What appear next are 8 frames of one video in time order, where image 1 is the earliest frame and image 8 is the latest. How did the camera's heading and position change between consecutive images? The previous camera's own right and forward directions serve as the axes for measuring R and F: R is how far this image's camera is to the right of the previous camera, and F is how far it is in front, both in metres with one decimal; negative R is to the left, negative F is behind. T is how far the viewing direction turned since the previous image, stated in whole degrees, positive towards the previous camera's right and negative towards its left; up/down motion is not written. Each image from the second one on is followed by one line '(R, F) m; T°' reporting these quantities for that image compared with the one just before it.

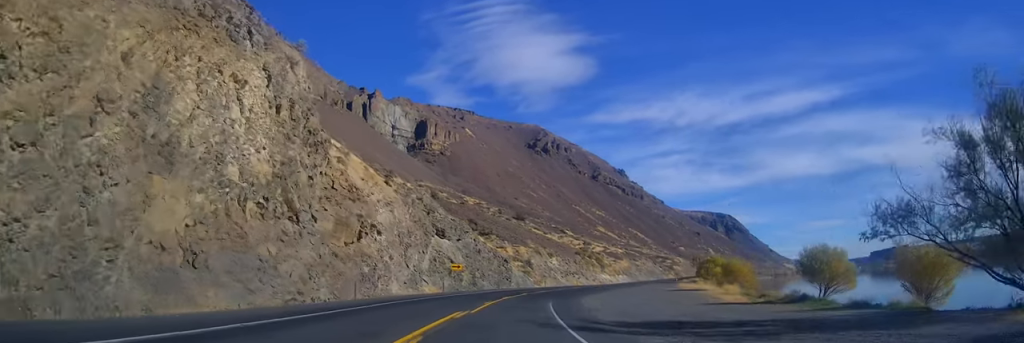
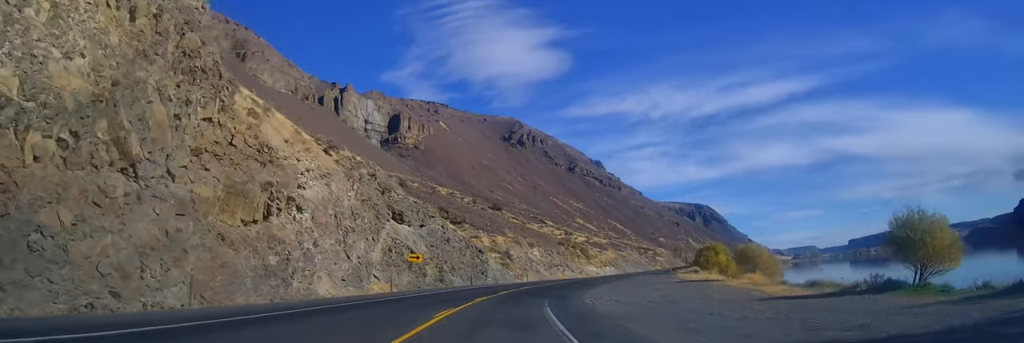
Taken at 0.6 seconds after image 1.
(0.0, +15.4) m; +1°
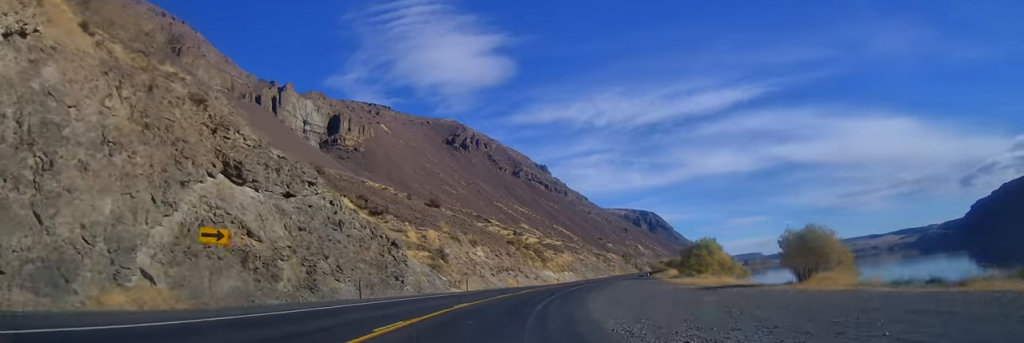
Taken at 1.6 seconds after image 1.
(+0.7, +28.1) m; +5°
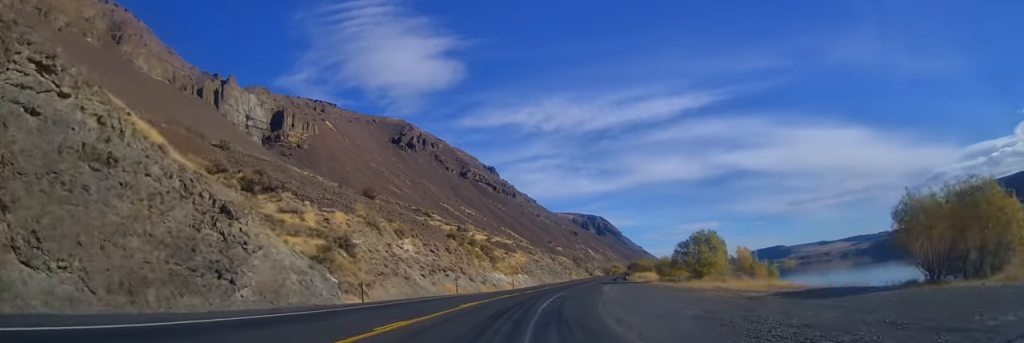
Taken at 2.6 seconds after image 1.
(+1.2, +24.3) m; +6°
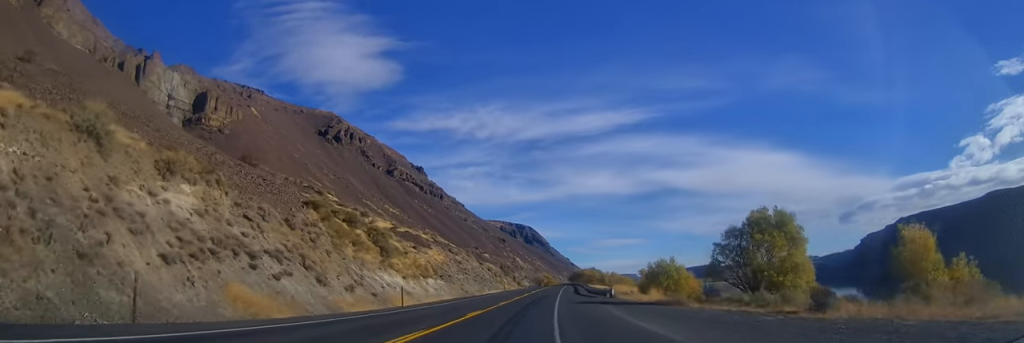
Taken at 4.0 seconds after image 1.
(+2.9, +38.4) m; +8°
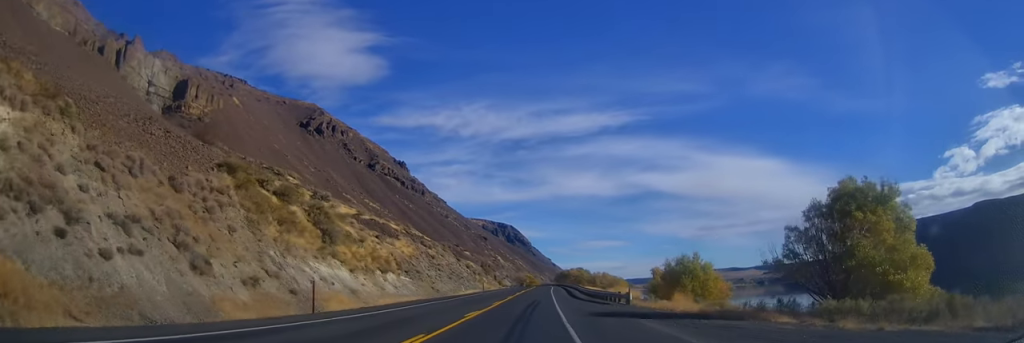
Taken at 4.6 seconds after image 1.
(+0.1, +14.0) m; +3°
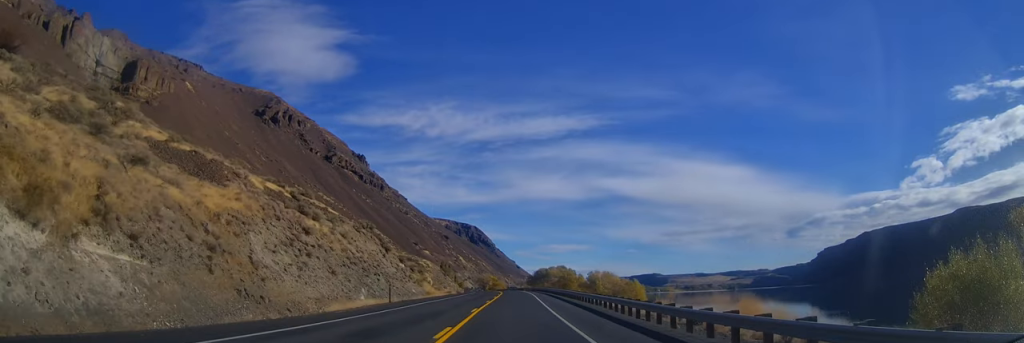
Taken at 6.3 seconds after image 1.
(+2.8, +45.0) m; +5°
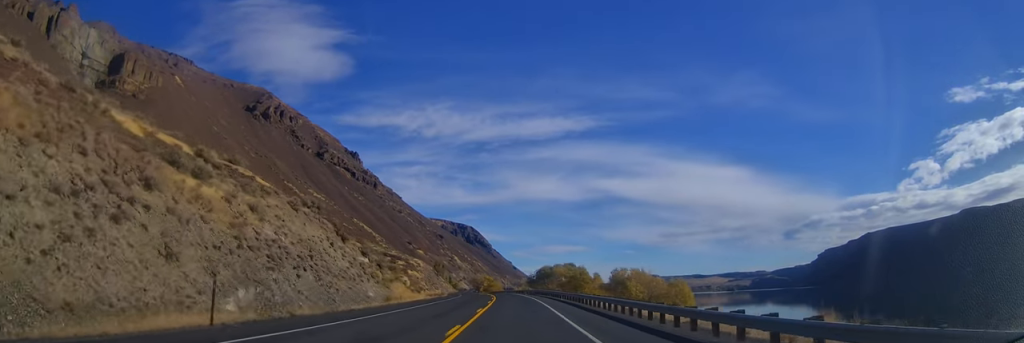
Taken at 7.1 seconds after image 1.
(+0.2, +23.0) m; +1°
